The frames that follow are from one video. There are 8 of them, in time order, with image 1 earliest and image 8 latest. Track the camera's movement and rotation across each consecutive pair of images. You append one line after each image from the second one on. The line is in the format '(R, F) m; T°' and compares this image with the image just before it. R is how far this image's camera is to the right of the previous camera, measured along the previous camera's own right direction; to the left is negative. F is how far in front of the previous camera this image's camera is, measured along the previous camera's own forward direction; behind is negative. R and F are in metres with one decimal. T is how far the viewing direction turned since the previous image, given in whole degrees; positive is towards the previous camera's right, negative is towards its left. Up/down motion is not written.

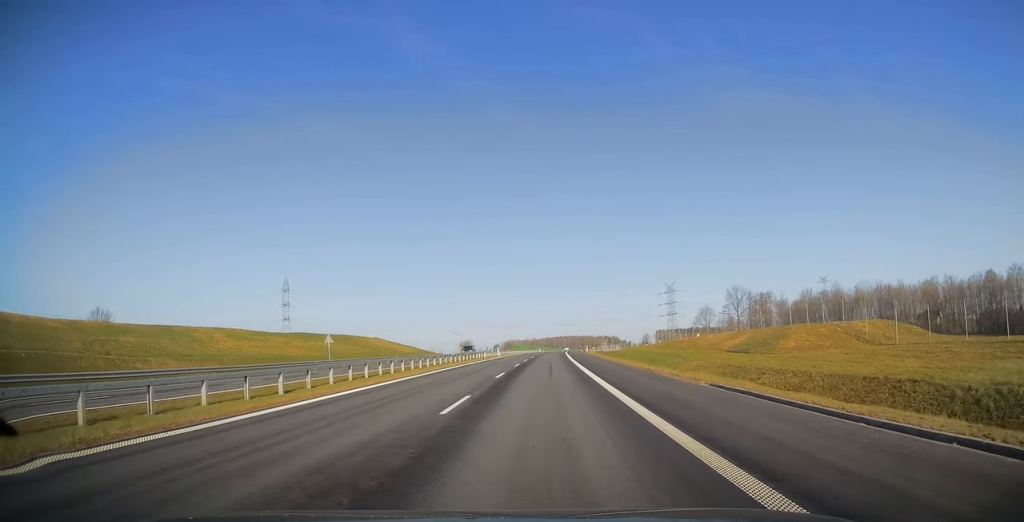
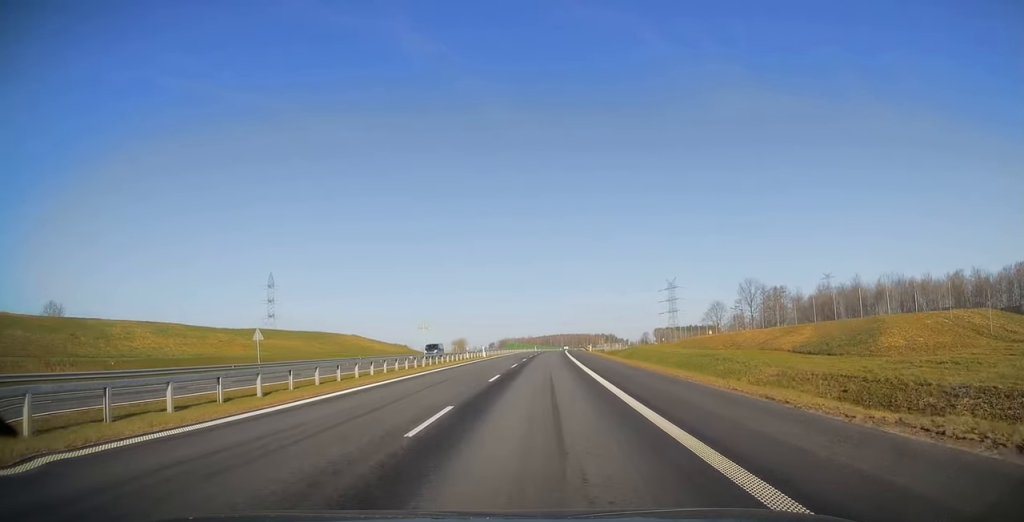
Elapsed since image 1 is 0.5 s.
(0.0, +14.9) m; 0°
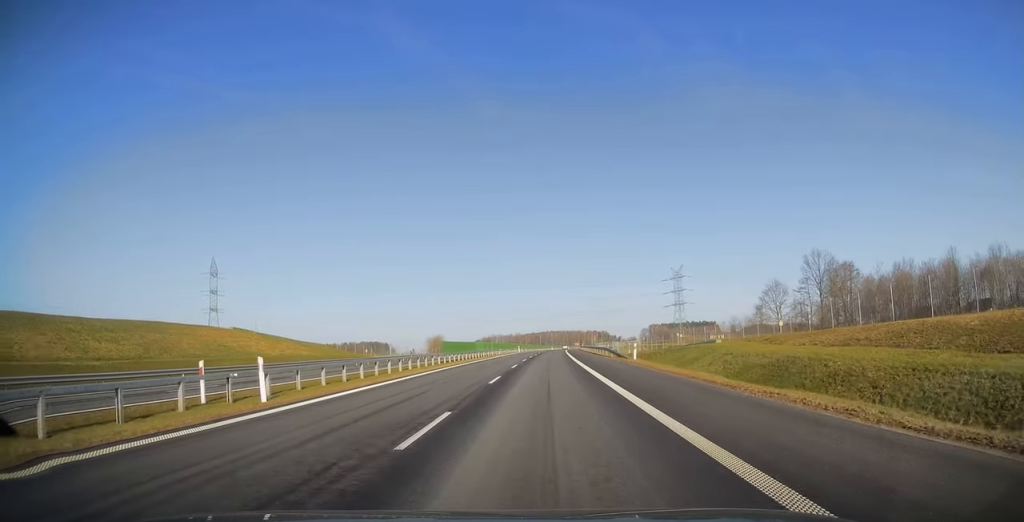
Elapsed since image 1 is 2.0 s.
(+0.6, +48.7) m; +1°
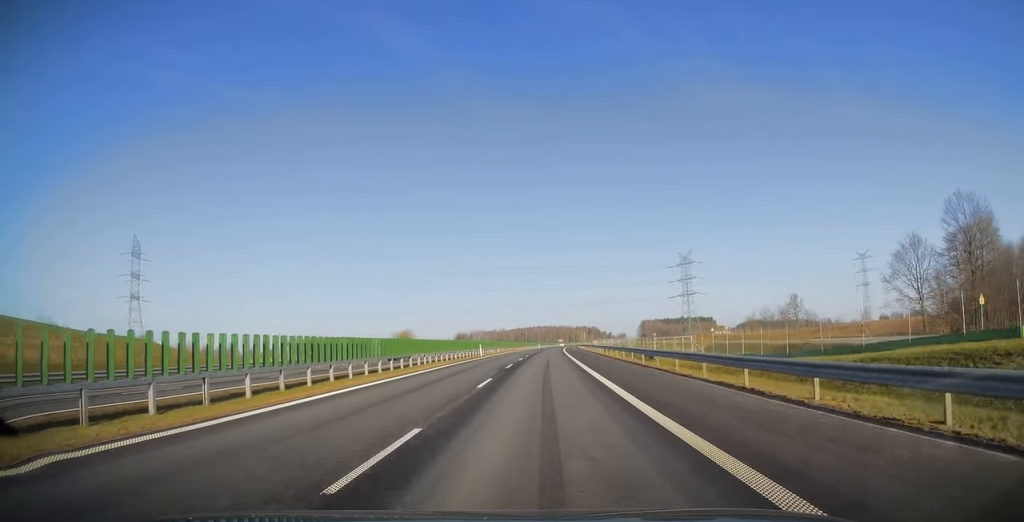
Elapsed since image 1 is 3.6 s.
(+0.1, +50.2) m; +1°
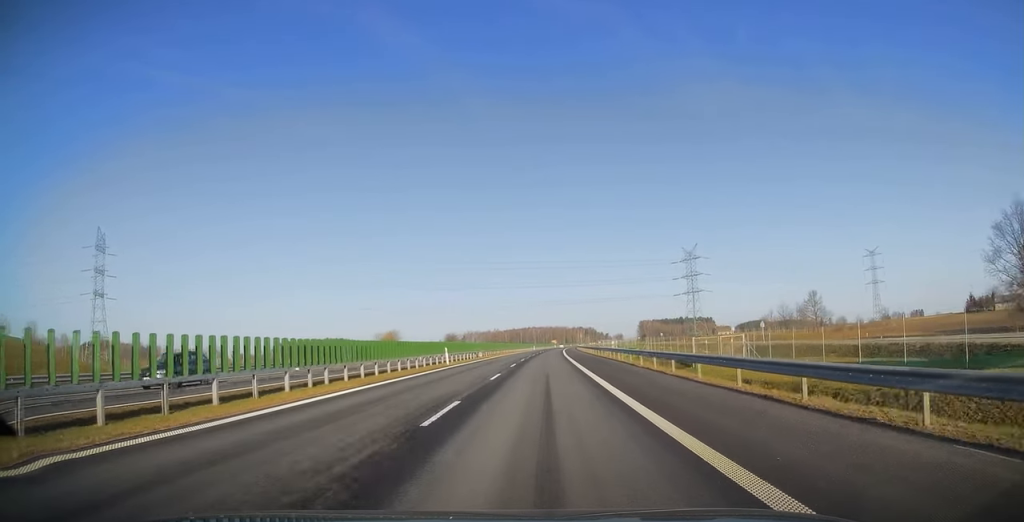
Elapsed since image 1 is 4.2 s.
(+0.2, +19.5) m; +1°
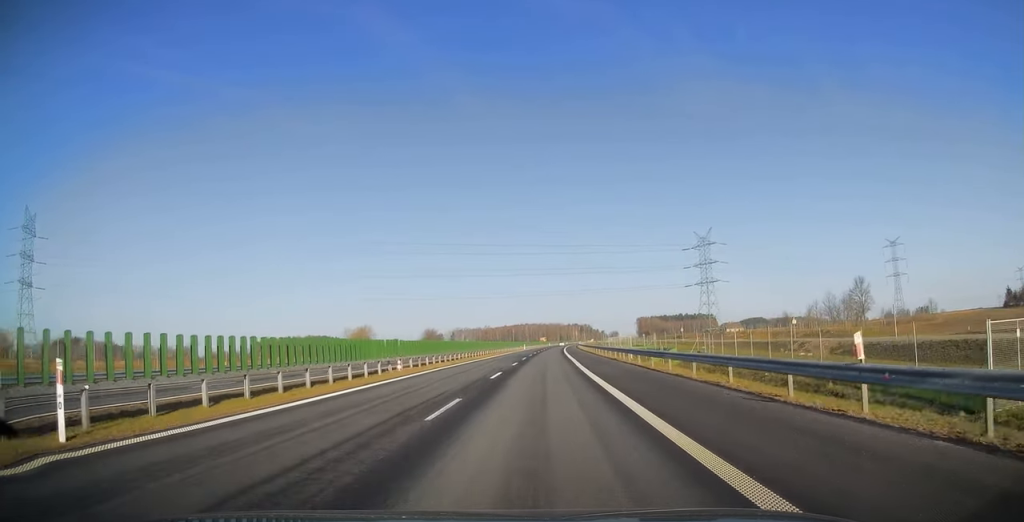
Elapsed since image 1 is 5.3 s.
(+0.2, +35.4) m; 0°
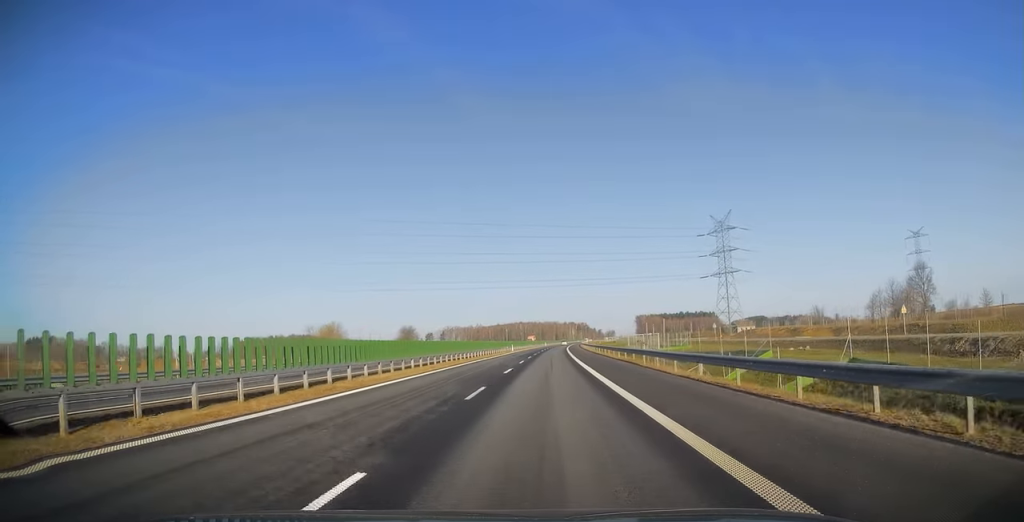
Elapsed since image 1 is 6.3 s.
(-0.1, +32.2) m; +1°
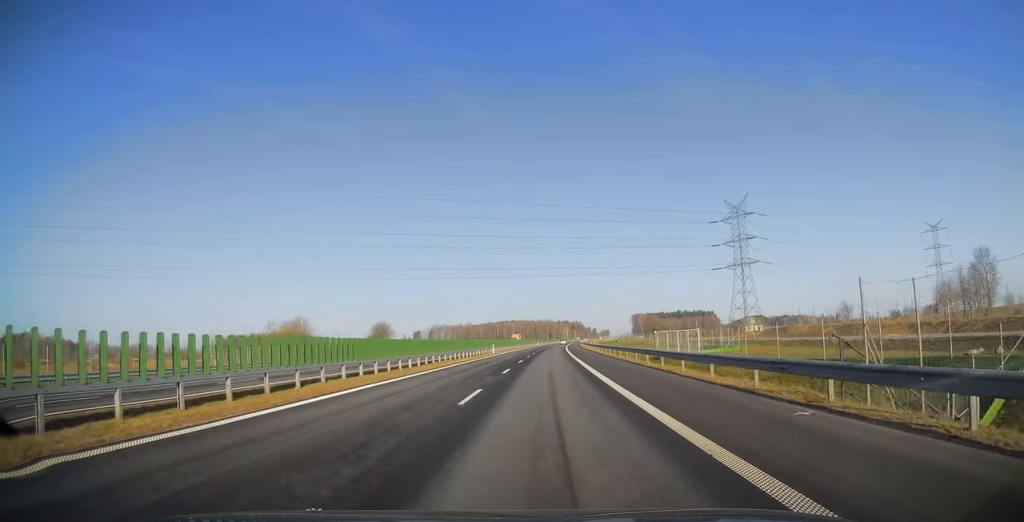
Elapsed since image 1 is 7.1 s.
(+0.3, +25.3) m; +1°
